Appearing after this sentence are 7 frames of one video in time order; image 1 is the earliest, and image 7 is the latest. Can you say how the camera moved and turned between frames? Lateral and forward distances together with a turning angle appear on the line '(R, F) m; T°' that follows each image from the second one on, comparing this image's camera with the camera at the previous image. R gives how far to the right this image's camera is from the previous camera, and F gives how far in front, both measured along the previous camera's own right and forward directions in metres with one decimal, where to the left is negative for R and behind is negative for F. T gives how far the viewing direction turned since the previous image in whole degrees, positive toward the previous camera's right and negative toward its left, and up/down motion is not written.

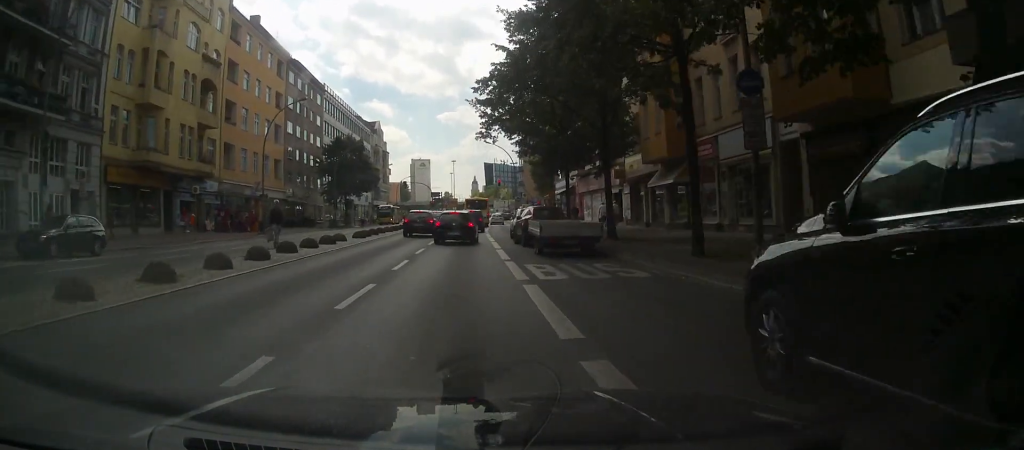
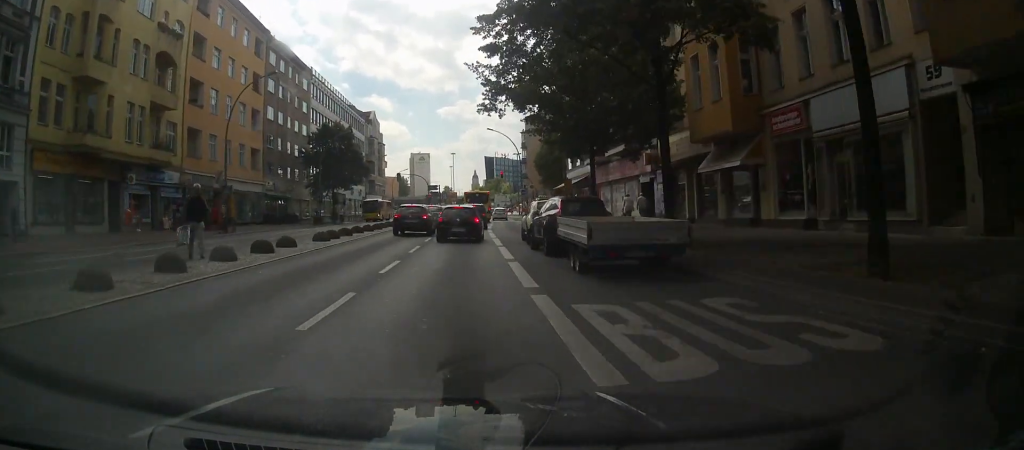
(0.0, +7.9) m; +2°
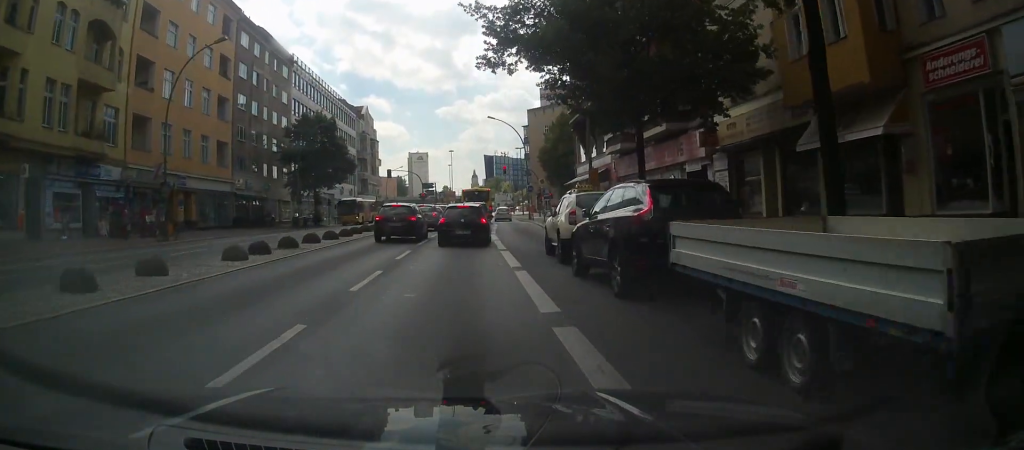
(+0.3, +8.7) m; +2°
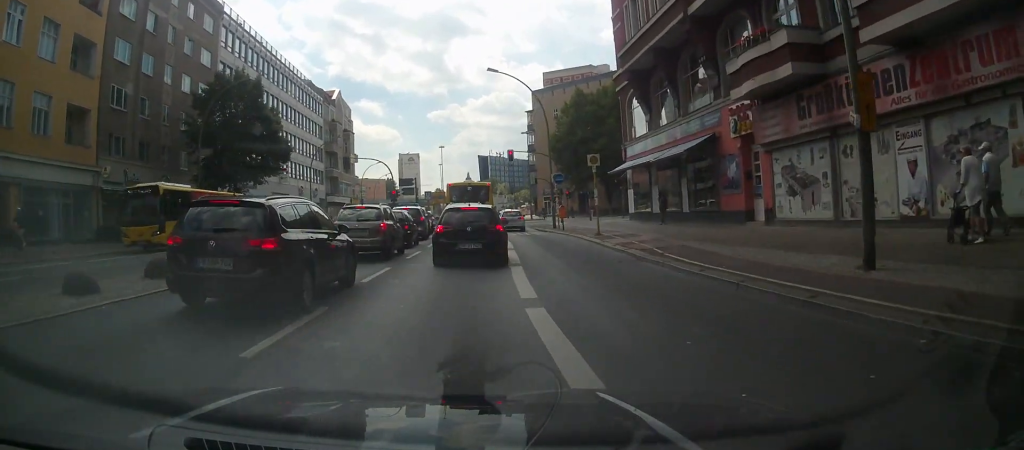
(-0.5, +24.1) m; +1°
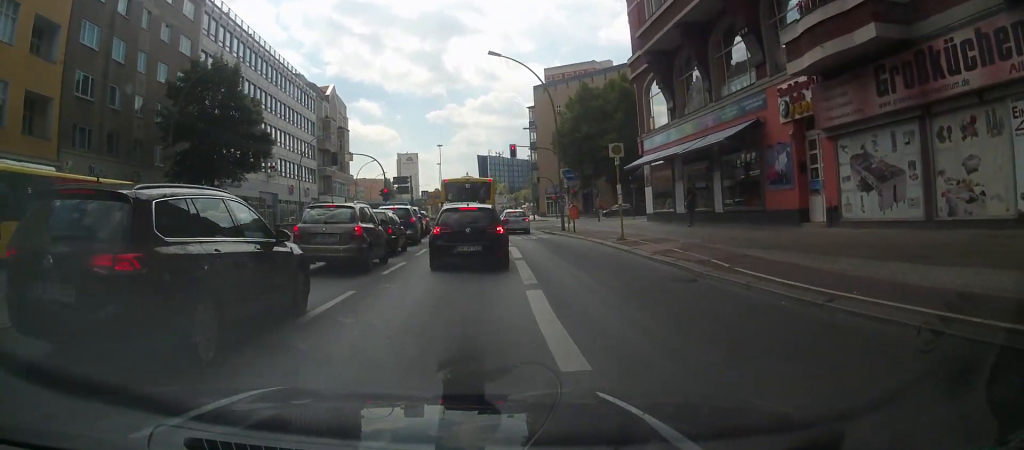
(+0.2, +4.6) m; 0°
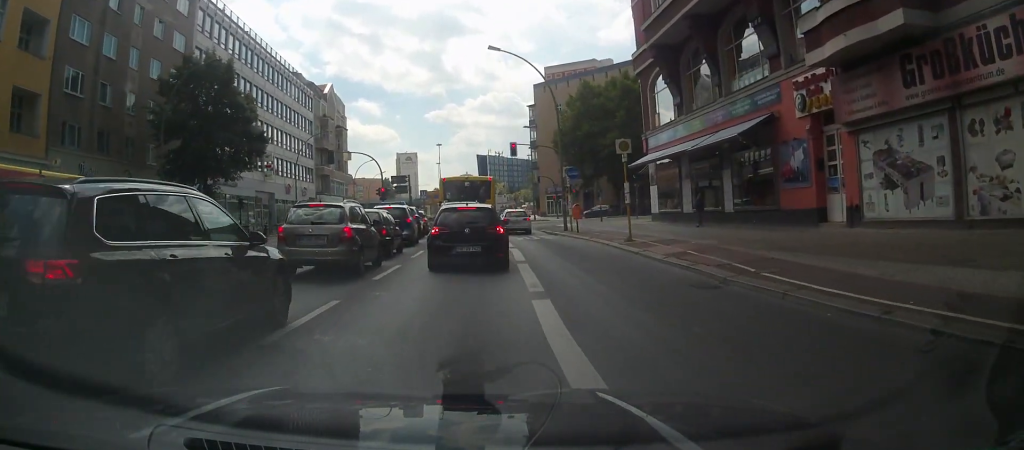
(-0.1, +1.0) m; +2°
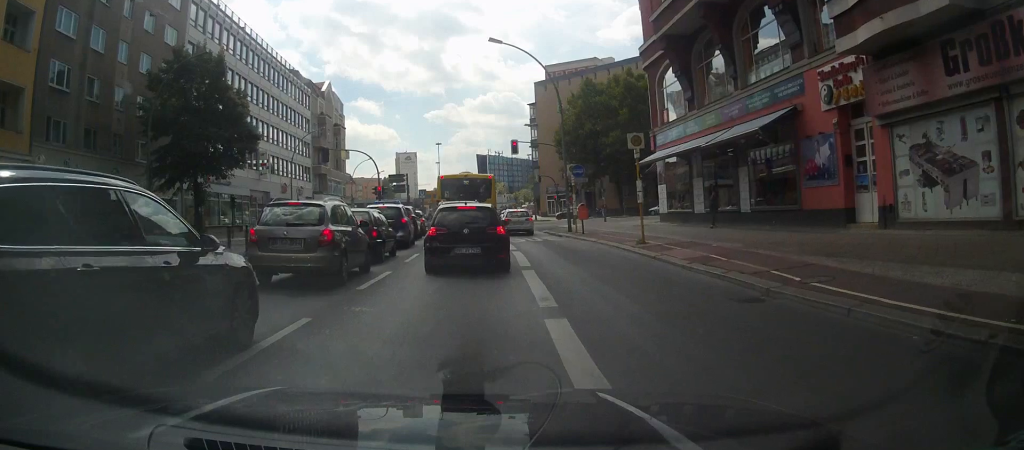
(-0.1, +1.5) m; +3°
